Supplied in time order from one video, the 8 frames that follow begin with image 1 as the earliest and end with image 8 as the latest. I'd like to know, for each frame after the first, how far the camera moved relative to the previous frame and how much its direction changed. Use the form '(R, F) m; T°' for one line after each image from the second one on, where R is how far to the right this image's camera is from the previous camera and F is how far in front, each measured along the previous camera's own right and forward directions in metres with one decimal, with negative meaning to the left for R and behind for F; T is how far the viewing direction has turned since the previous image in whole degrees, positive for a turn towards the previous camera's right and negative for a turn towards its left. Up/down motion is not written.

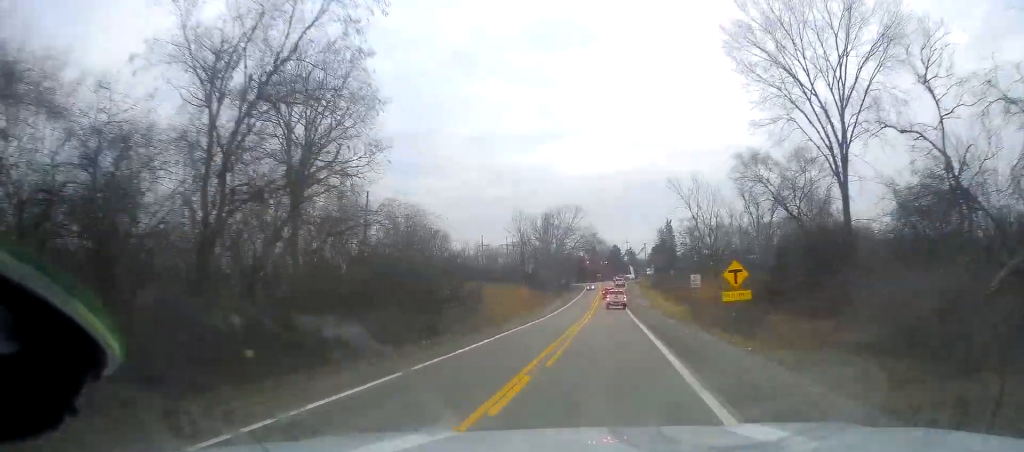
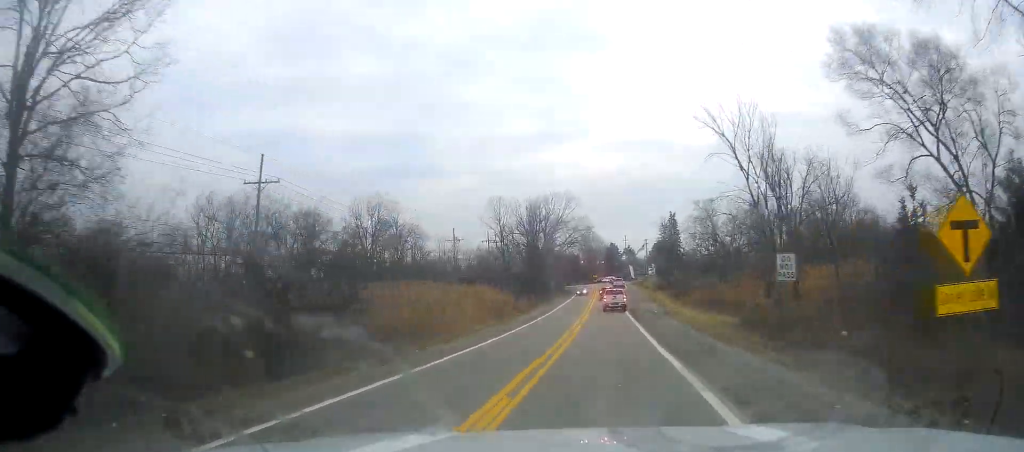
(-0.3, +17.9) m; -2°
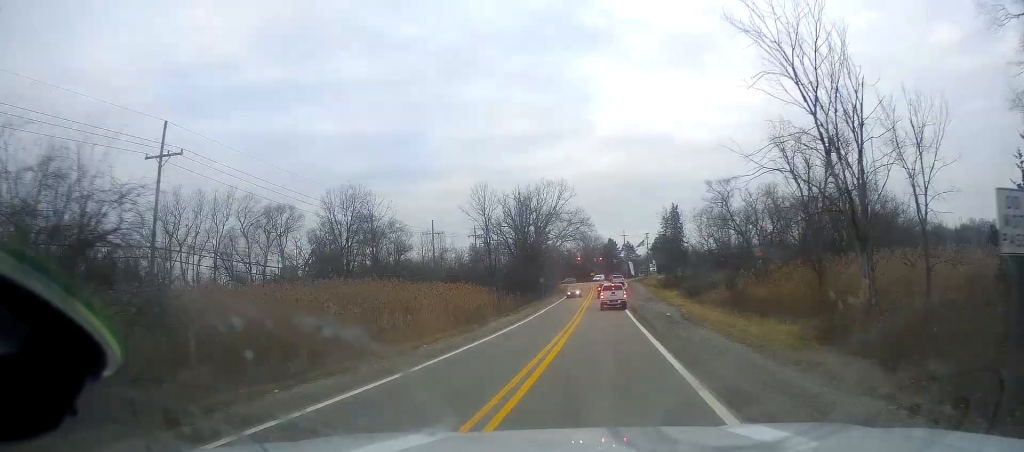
(-0.3, +9.9) m; 0°
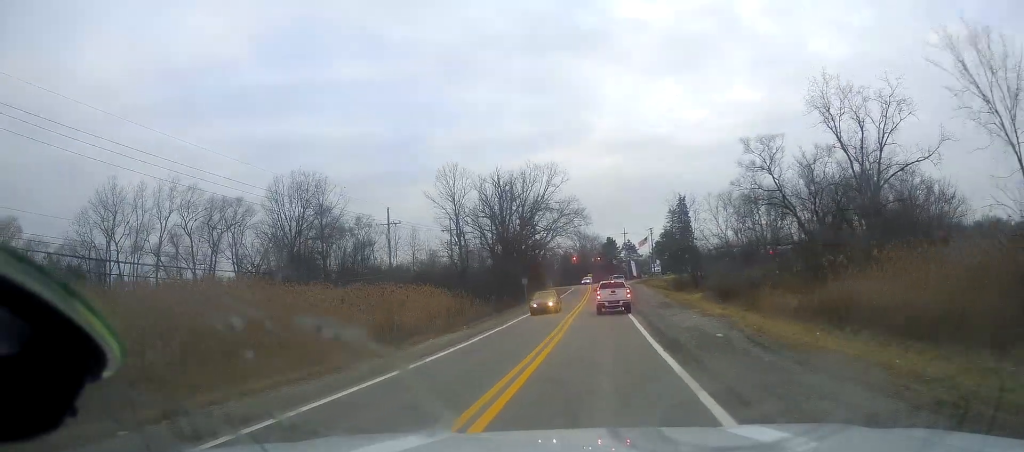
(+0.2, +16.1) m; +2°
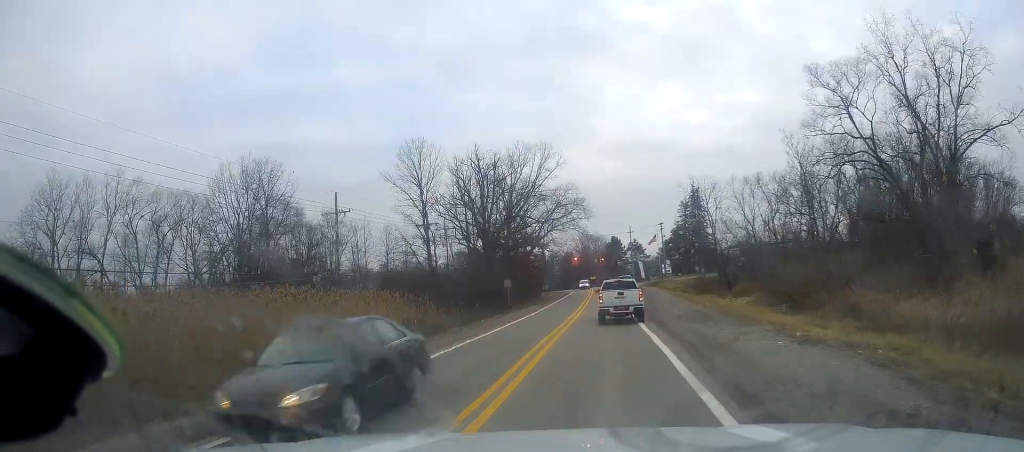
(+0.3, +14.3) m; -1°
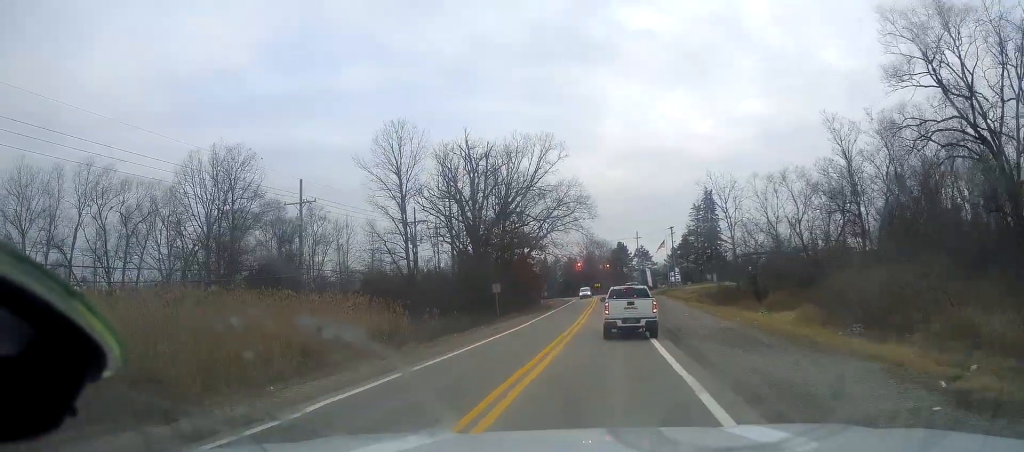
(0.0, +8.4) m; -2°
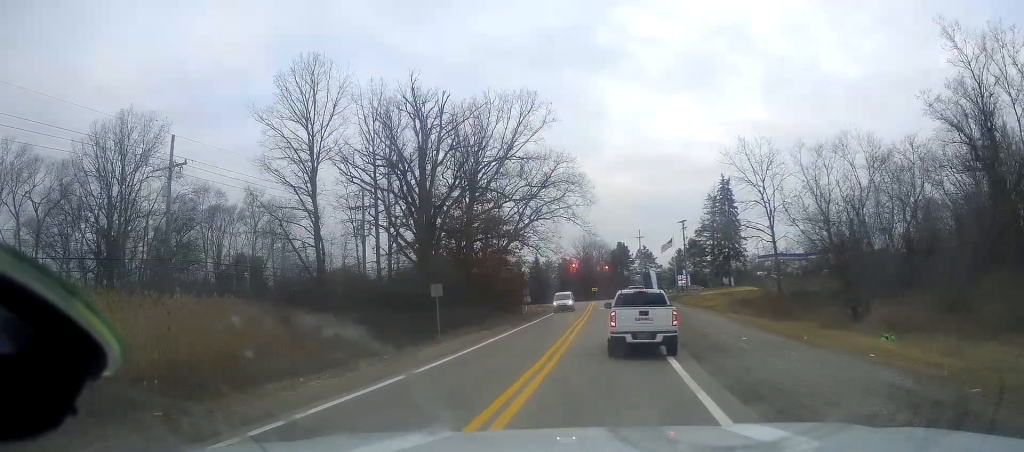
(-0.4, +17.3) m; +1°
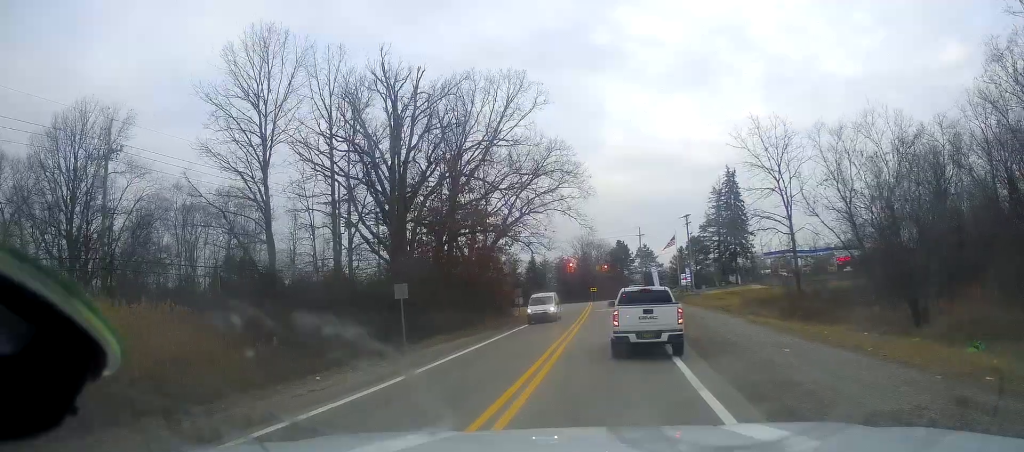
(-0.2, +5.2) m; +2°
